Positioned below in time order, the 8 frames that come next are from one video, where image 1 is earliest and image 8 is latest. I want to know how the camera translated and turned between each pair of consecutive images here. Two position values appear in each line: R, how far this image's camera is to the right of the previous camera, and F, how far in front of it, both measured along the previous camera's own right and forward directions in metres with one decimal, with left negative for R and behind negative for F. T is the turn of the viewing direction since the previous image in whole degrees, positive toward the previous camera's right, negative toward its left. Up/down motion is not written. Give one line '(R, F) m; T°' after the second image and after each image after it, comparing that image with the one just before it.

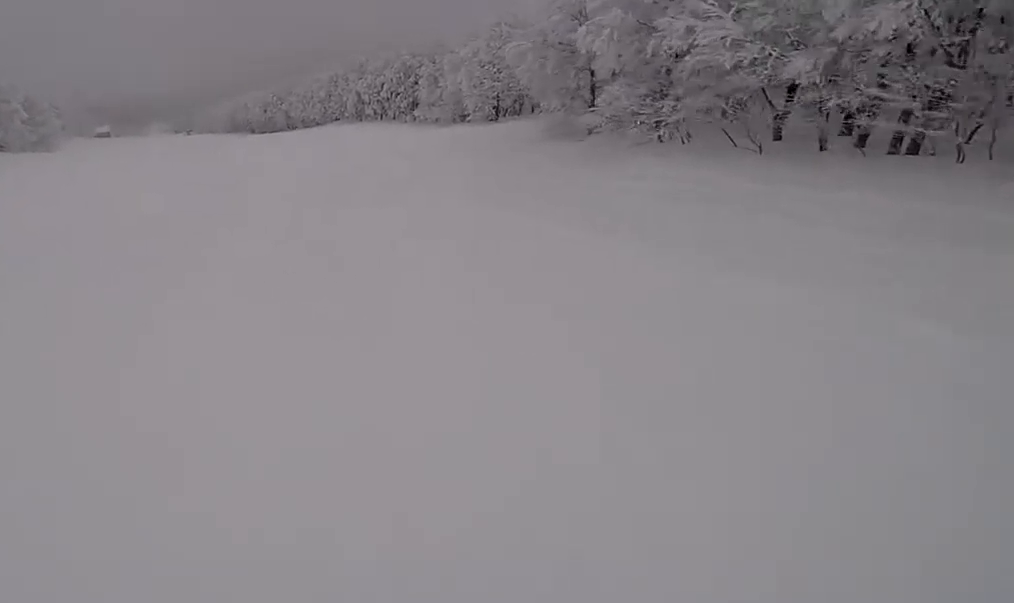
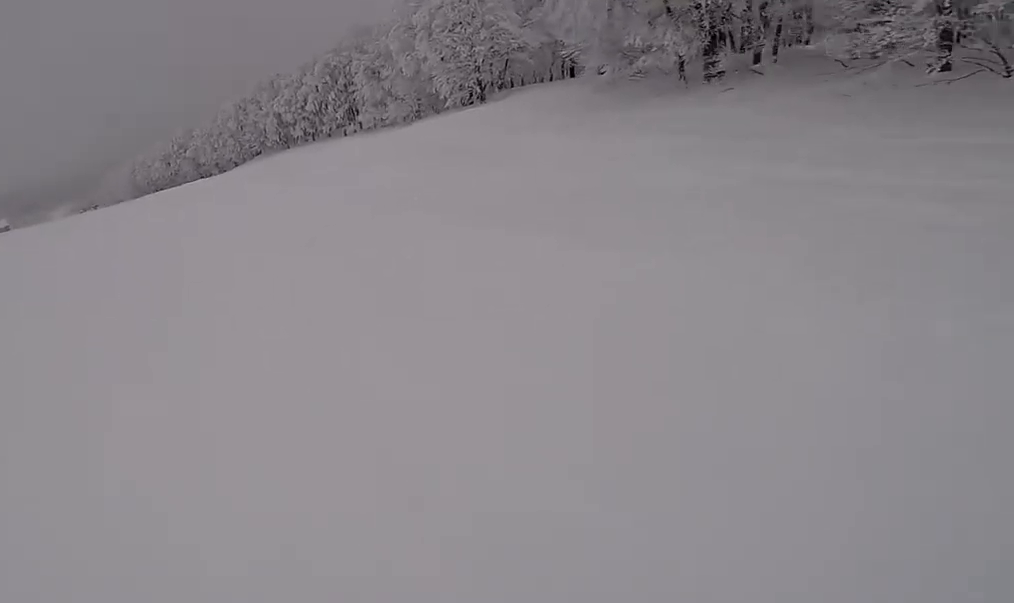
(0.0, +14.5) m; +2°
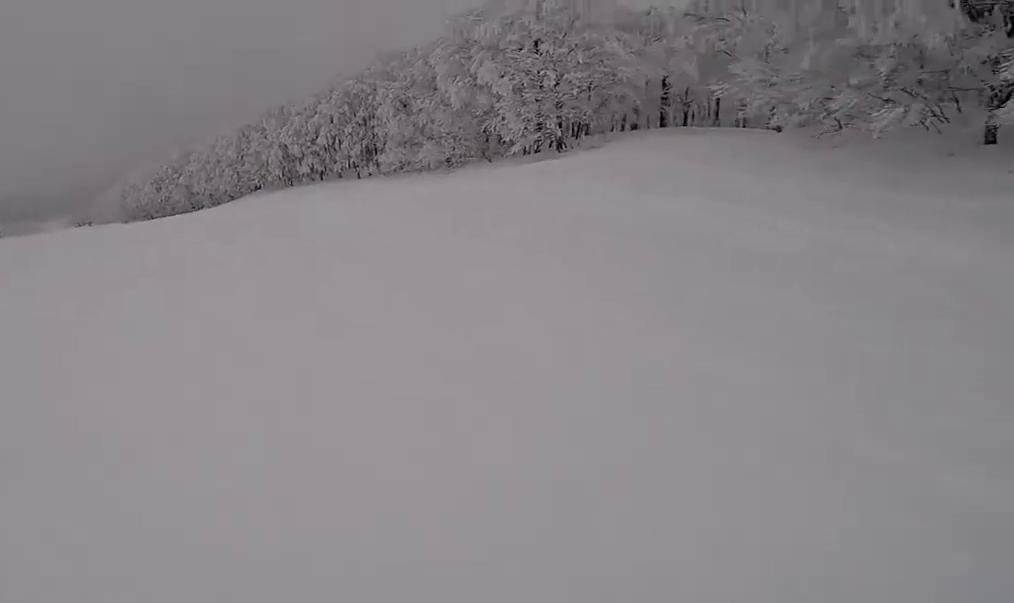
(+0.2, +11.3) m; +1°
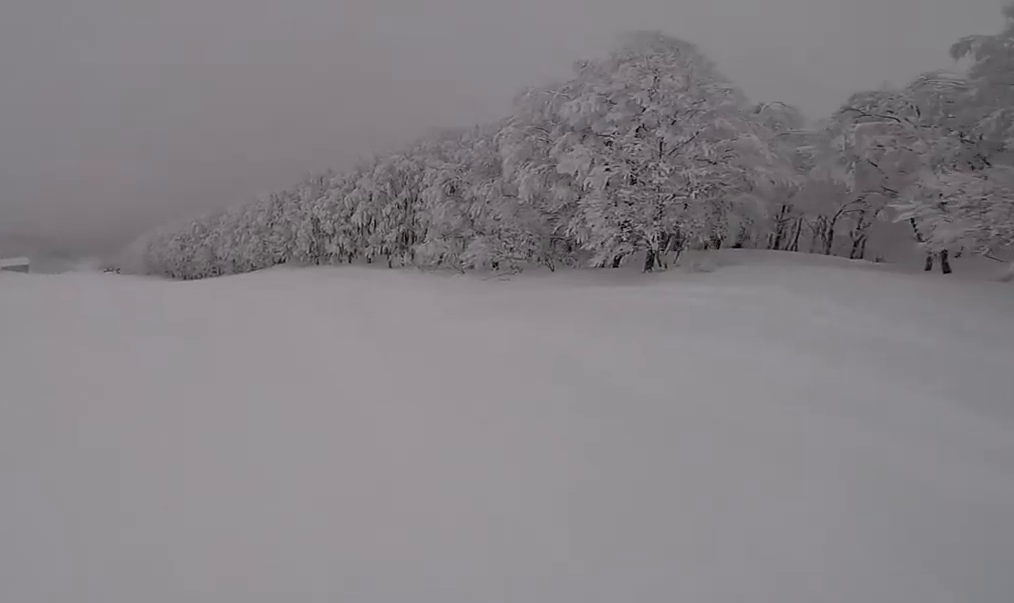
(+0.6, +5.9) m; -2°
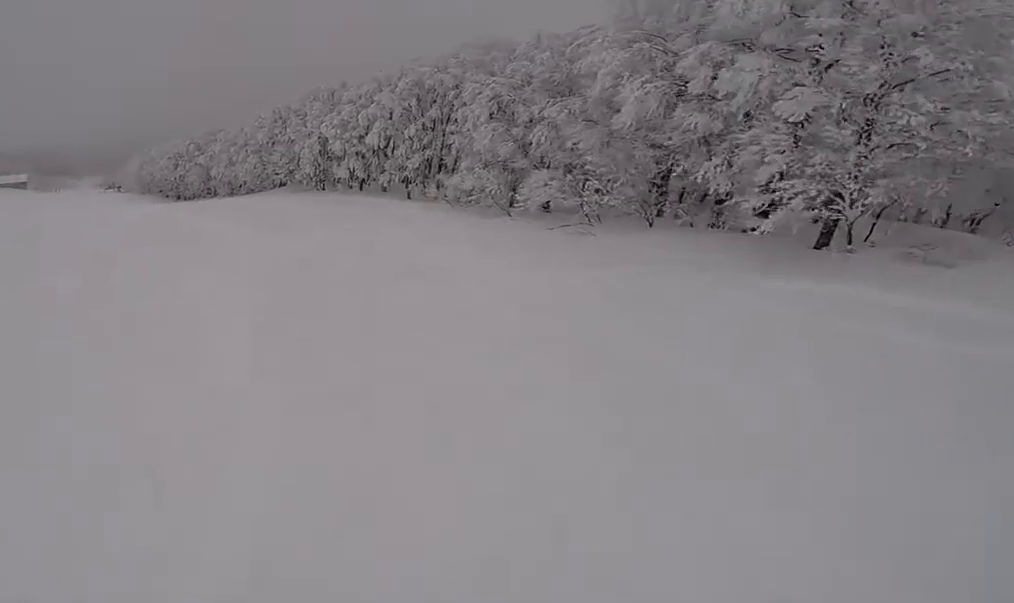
(+0.1, +7.6) m; -5°
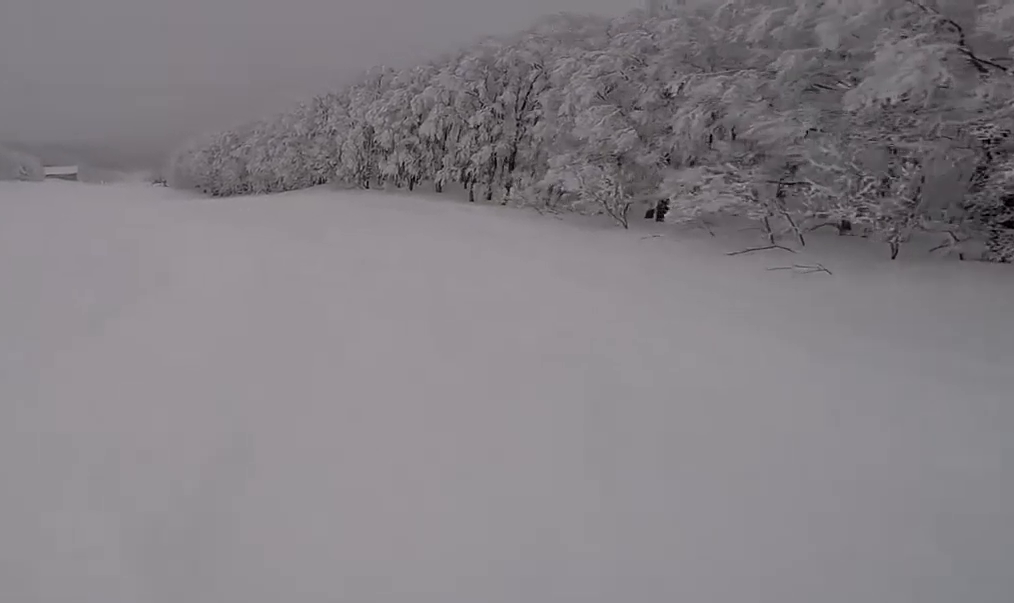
(-0.9, +7.0) m; -8°
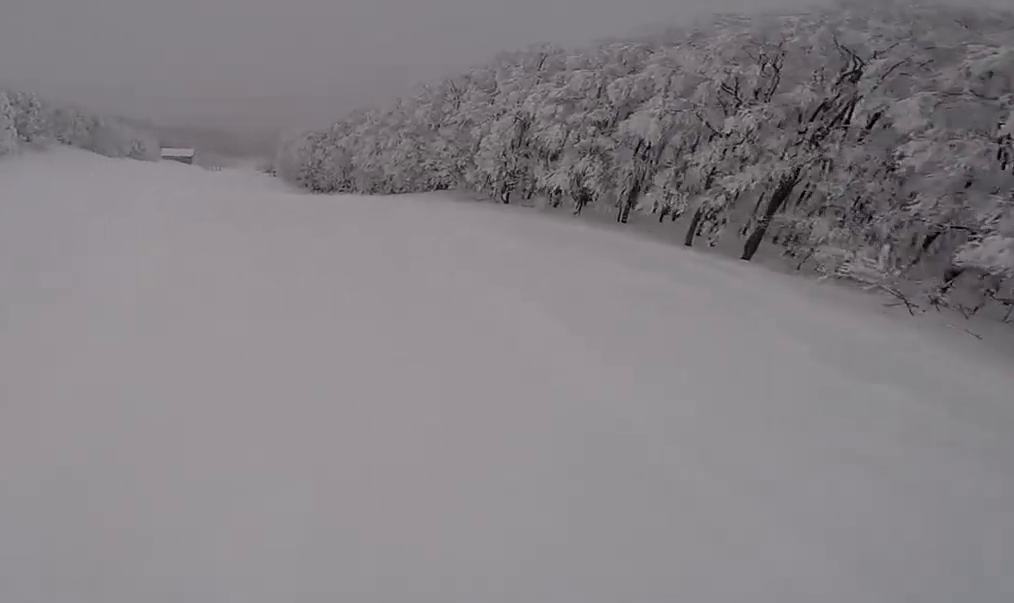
(-1.1, +10.9) m; -11°
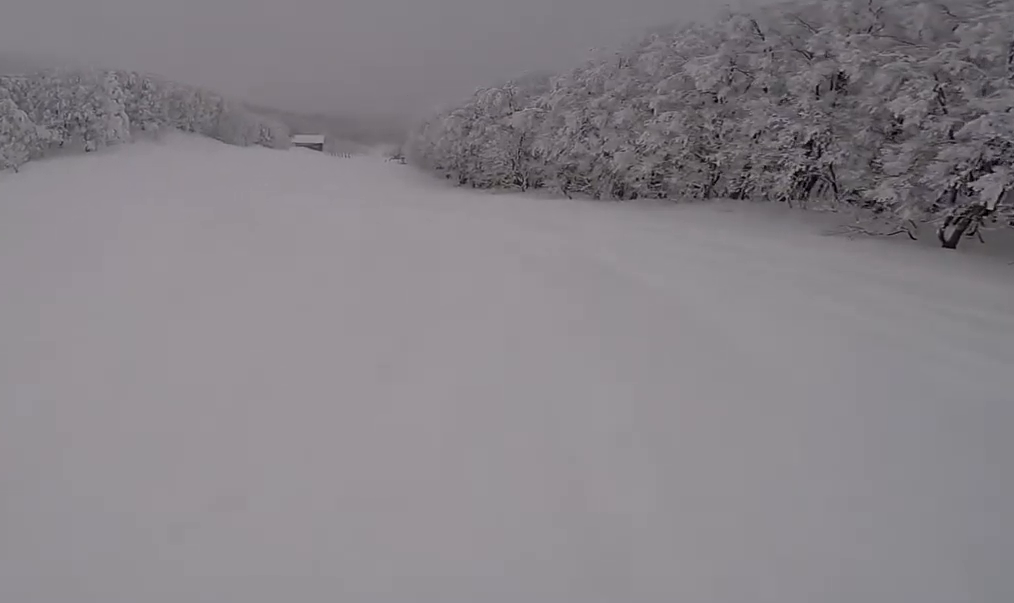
(-2.4, +17.0) m; -13°
